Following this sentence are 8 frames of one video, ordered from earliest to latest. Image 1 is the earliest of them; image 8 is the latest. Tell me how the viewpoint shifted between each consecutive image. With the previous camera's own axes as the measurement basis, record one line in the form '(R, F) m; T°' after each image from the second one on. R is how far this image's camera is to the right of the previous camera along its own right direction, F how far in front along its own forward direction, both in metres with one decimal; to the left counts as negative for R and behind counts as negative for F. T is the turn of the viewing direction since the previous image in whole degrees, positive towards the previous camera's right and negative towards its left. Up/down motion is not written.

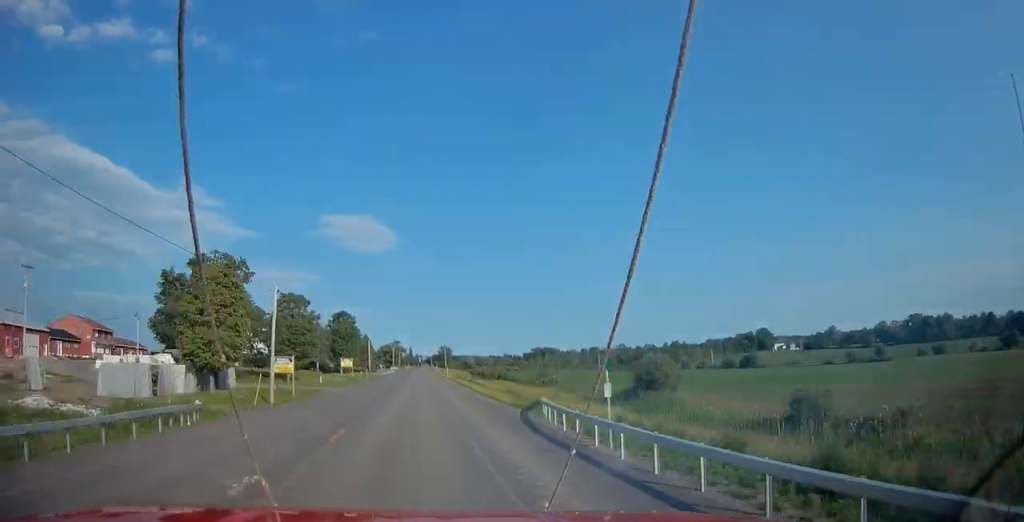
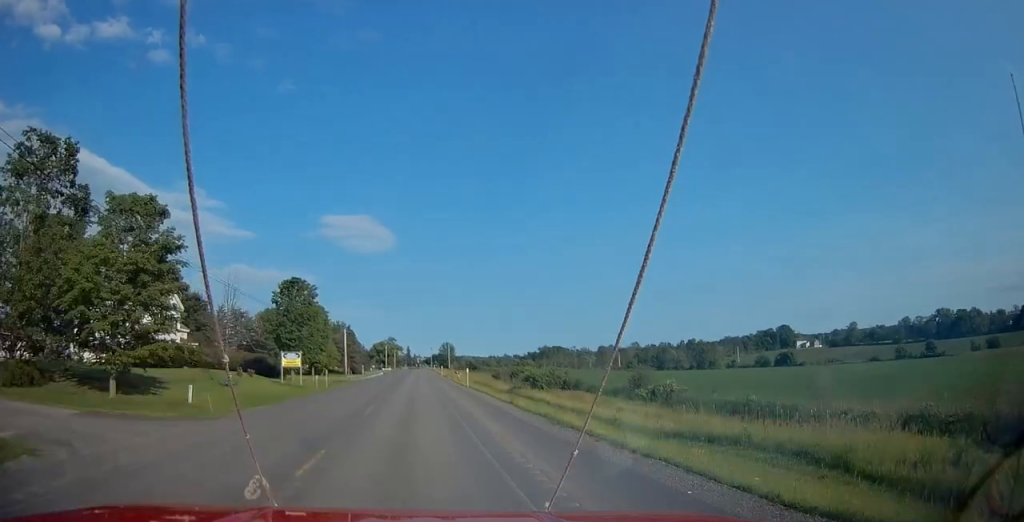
(-0.3, +41.4) m; 0°
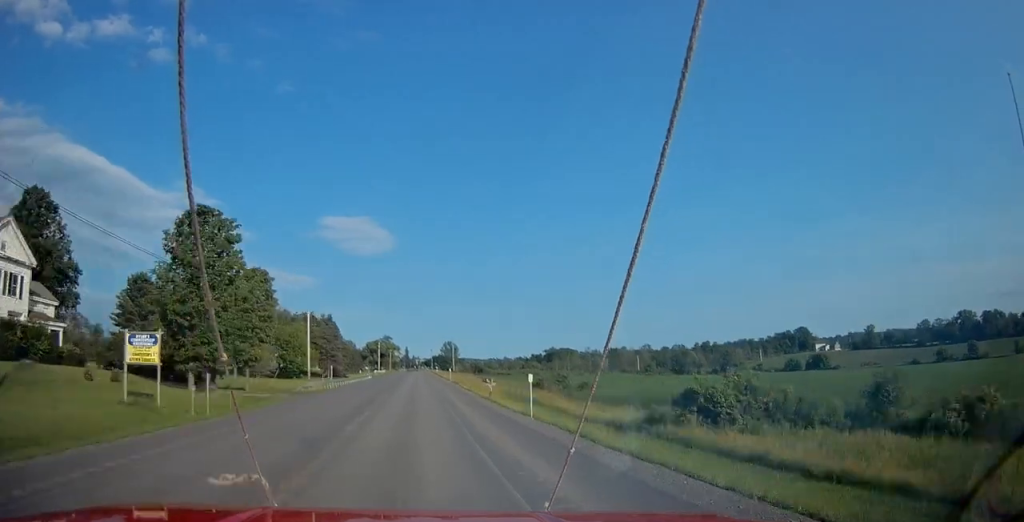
(+0.3, +30.8) m; 0°
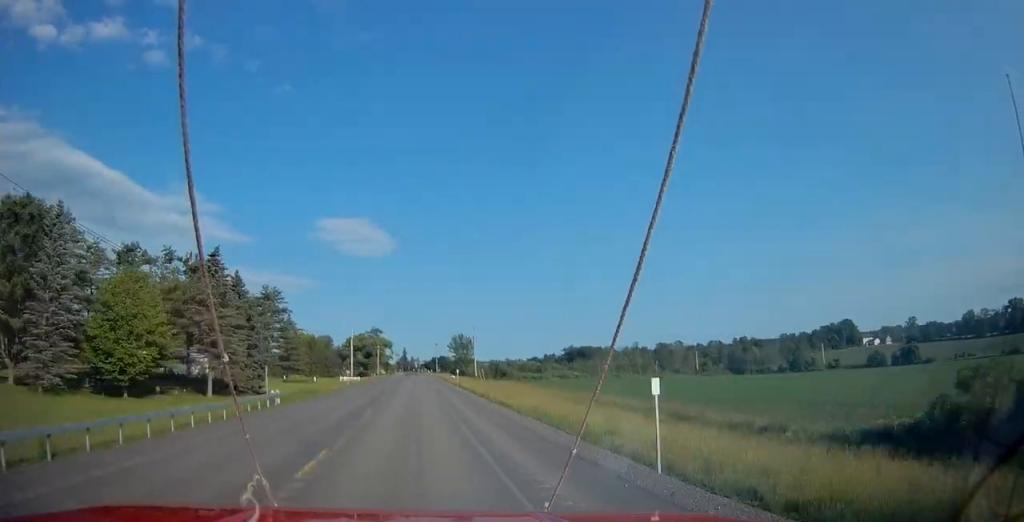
(+0.2, +66.5) m; 0°
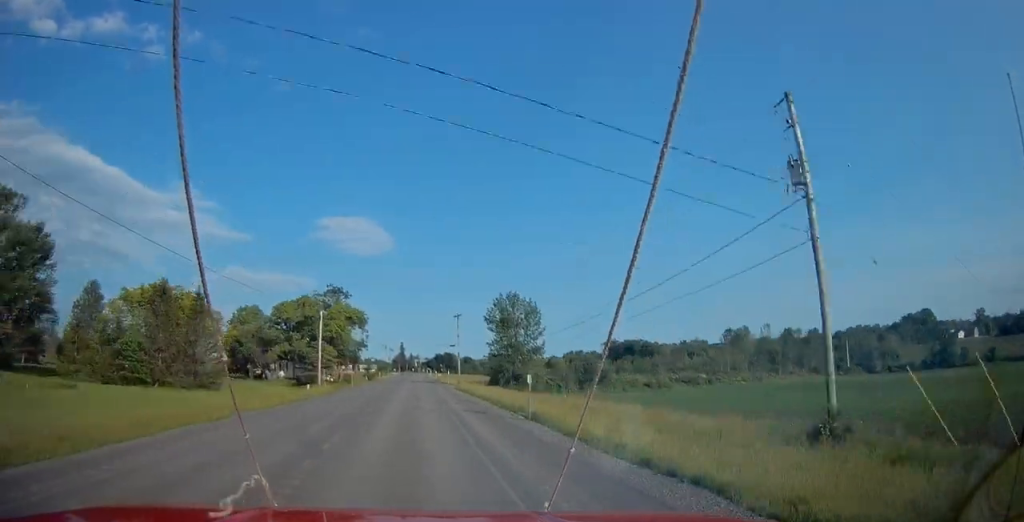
(-0.2, +93.9) m; 0°
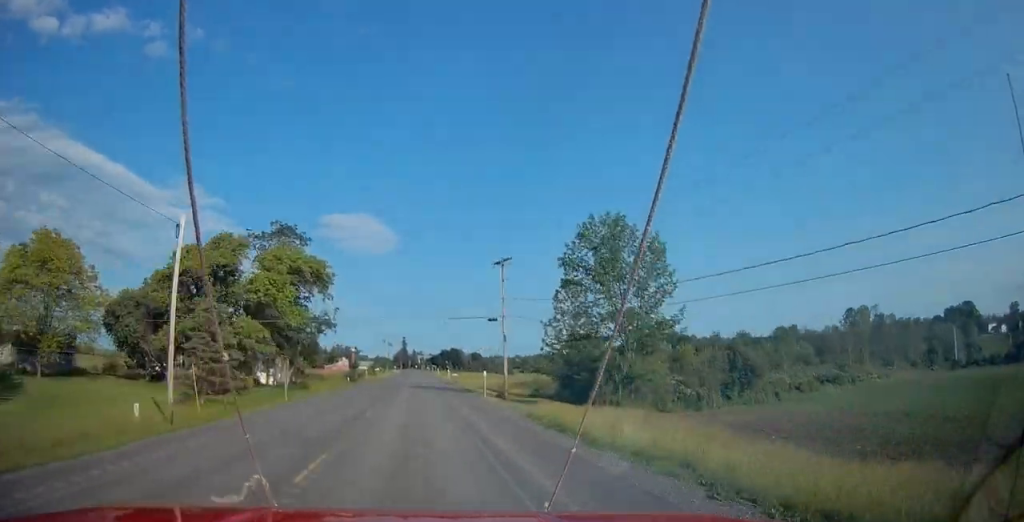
(+0.2, +40.6) m; 0°
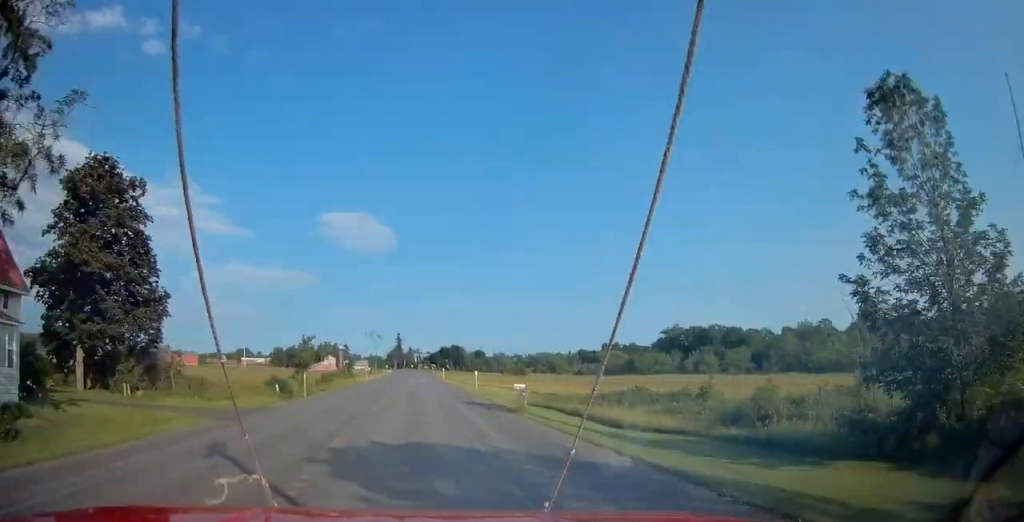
(-0.1, +45.6) m; 0°
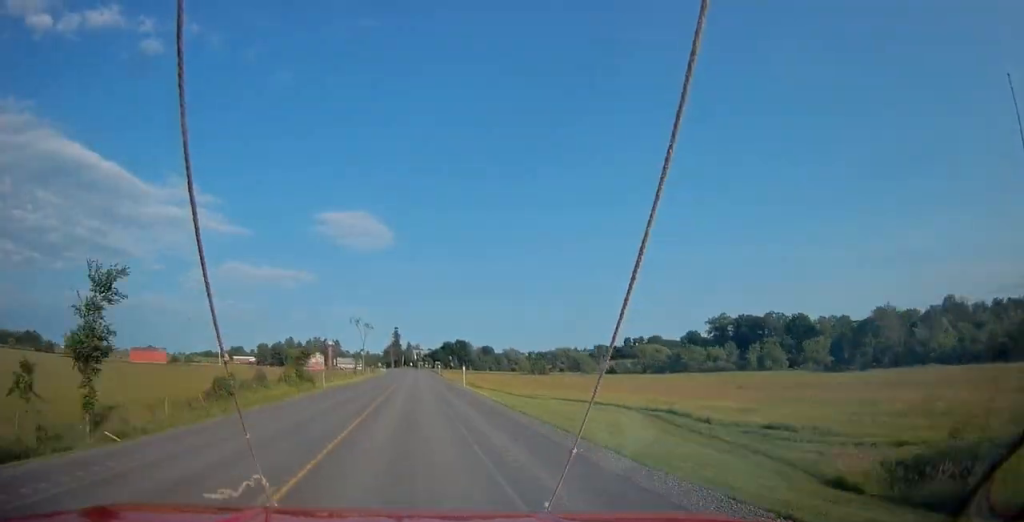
(0.0, +43.0) m; 0°
